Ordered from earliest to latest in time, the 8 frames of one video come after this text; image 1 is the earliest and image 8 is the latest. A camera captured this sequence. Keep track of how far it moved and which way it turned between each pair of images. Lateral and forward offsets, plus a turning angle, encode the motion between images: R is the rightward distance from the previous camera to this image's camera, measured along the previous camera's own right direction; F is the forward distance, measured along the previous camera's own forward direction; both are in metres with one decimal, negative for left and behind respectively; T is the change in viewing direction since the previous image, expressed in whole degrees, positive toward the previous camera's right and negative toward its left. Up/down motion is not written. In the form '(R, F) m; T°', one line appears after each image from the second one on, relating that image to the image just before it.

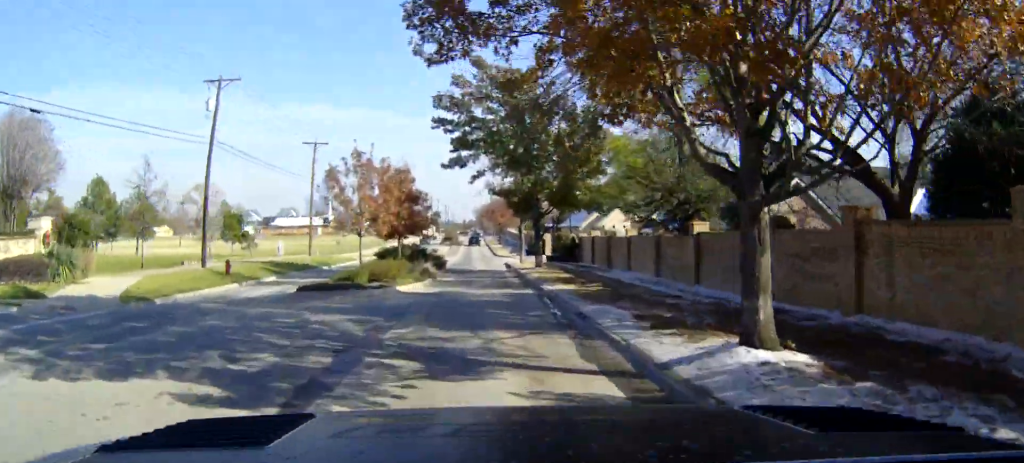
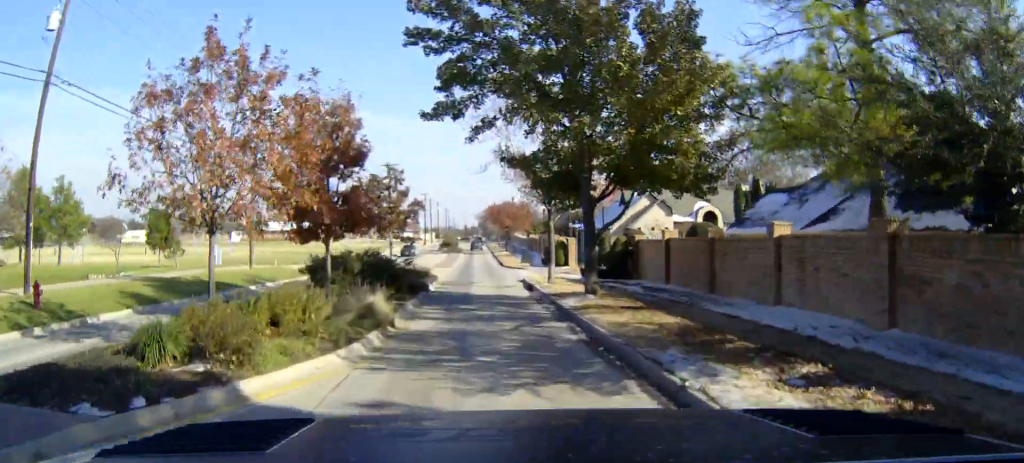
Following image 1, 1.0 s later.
(-0.1, +17.8) m; 0°
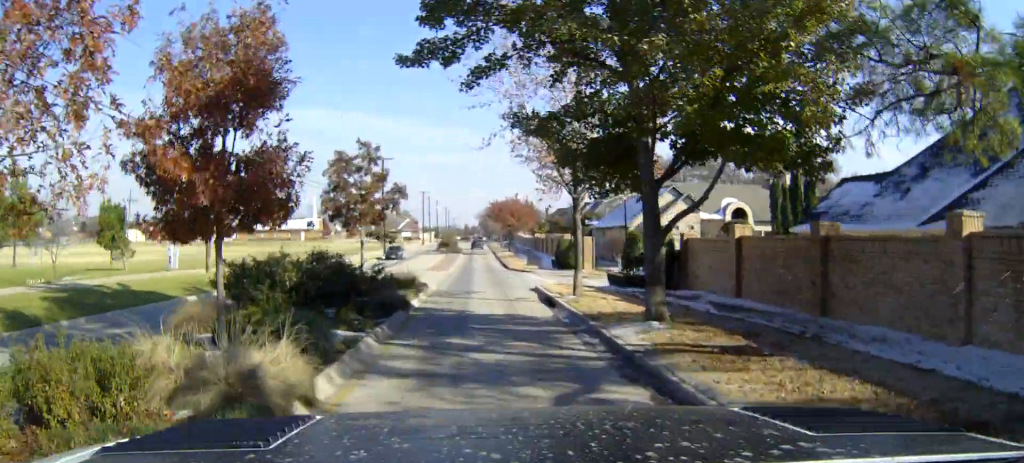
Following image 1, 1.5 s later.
(0.0, +8.0) m; 0°
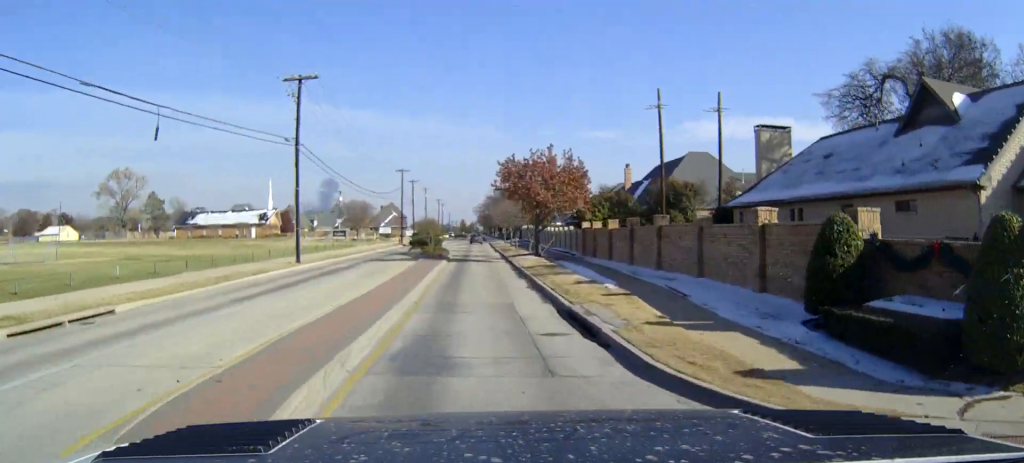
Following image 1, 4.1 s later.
(+0.1, +41.4) m; 0°
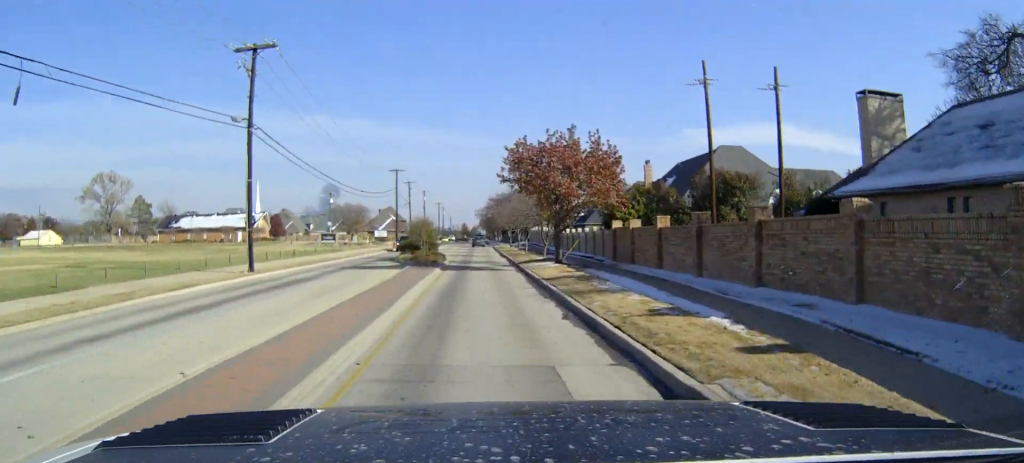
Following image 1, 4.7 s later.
(0.0, +9.7) m; 0°
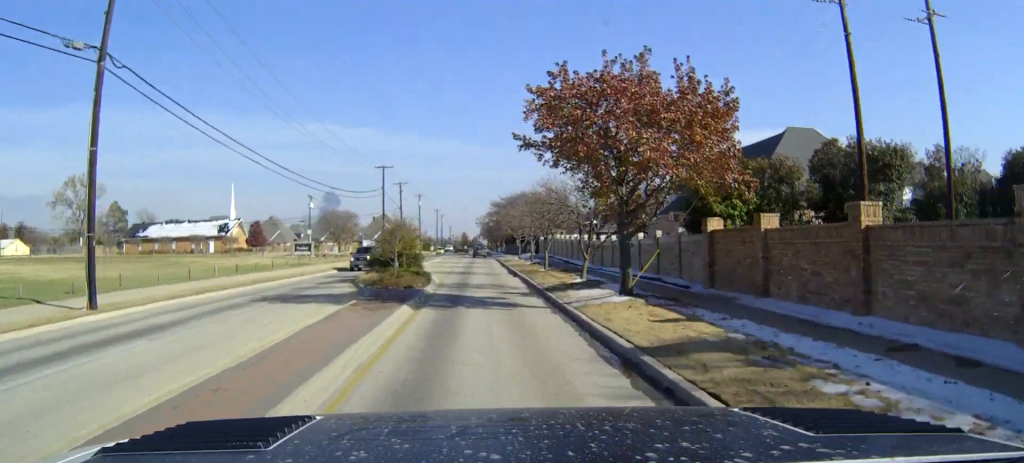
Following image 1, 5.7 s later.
(0.0, +14.4) m; 0°
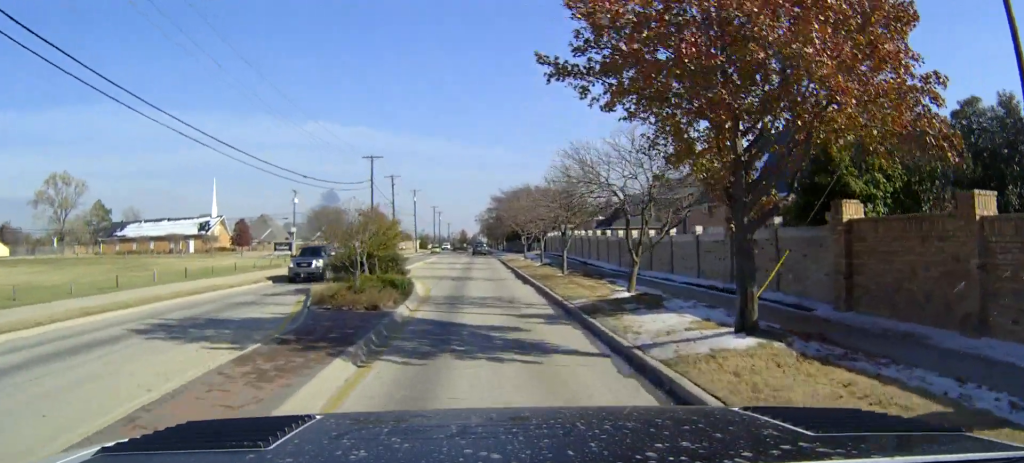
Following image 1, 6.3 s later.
(0.0, +7.6) m; 0°
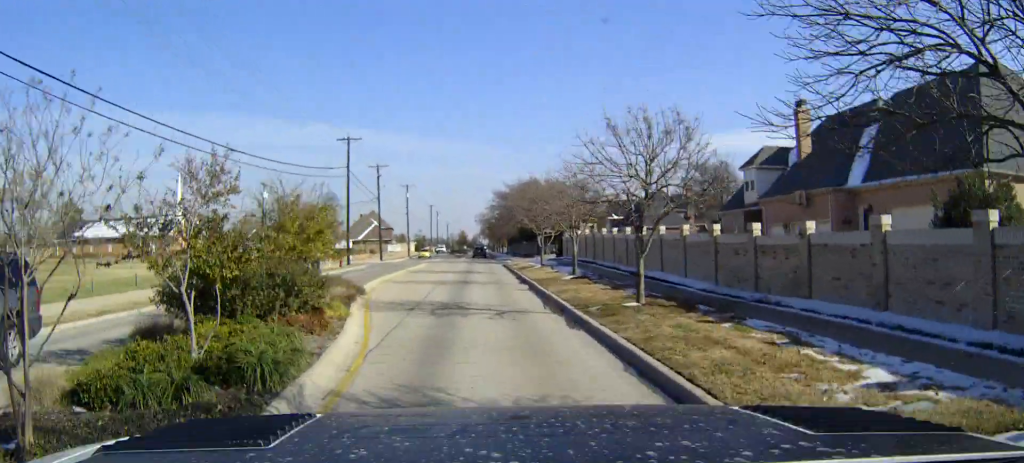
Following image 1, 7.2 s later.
(0.0, +12.9) m; 0°
